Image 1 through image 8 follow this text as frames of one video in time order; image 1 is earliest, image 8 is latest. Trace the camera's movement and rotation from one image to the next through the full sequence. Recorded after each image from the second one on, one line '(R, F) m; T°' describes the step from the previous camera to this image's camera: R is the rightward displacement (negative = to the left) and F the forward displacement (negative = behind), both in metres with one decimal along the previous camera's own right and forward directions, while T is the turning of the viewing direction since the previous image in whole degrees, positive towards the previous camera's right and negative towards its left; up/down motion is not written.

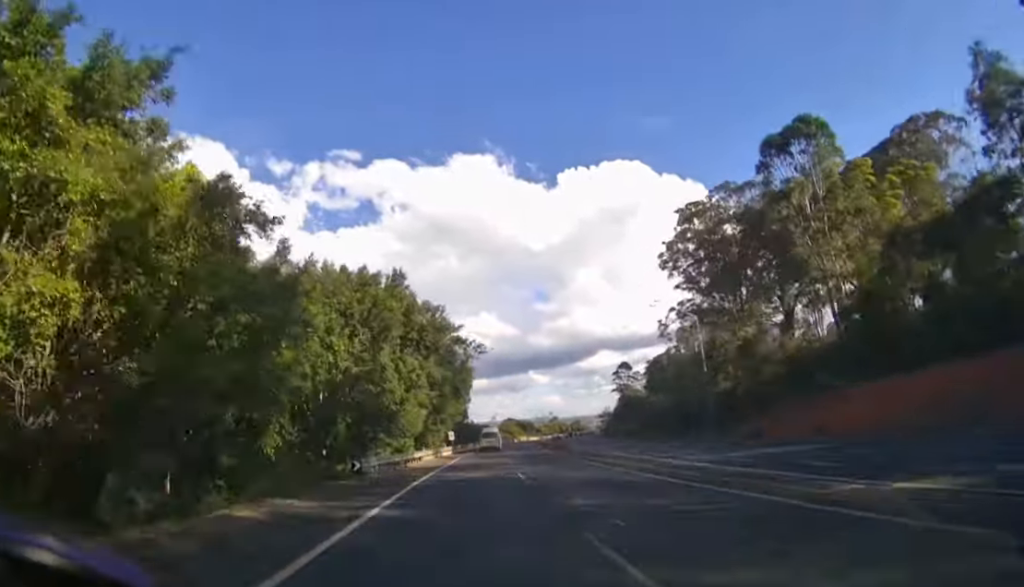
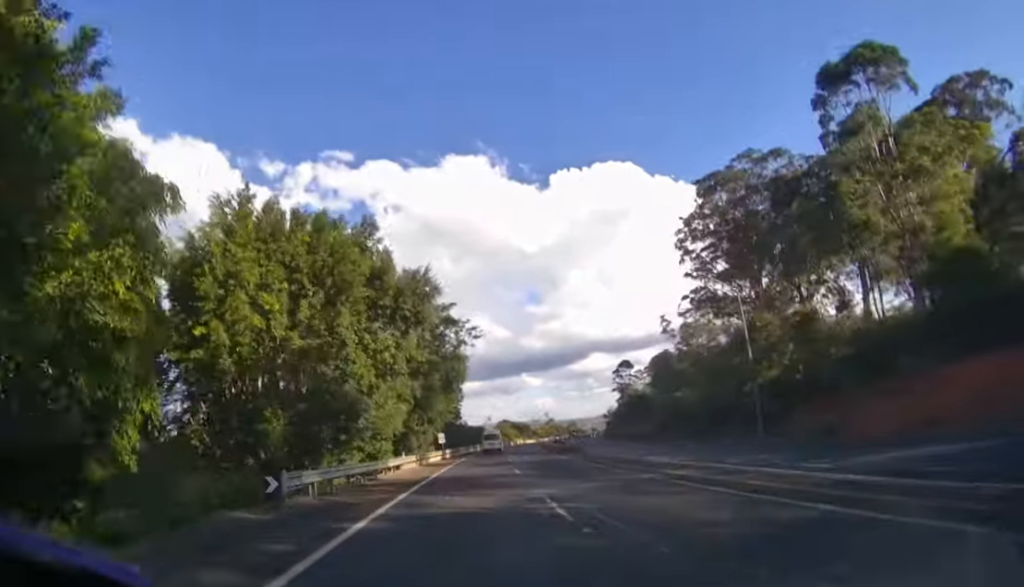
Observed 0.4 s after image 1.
(0.0, +7.6) m; +1°
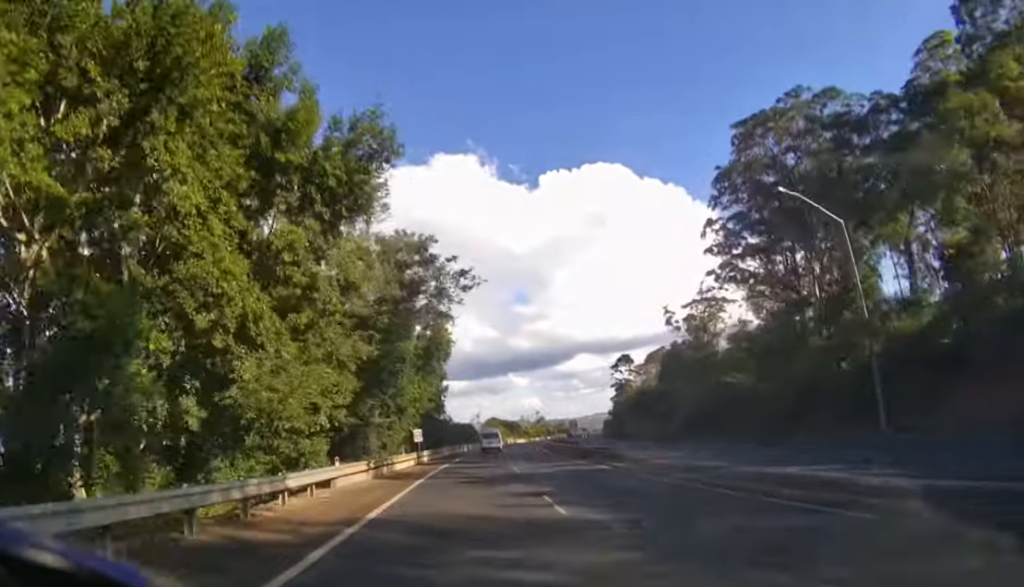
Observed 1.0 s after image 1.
(+0.2, +11.6) m; +1°
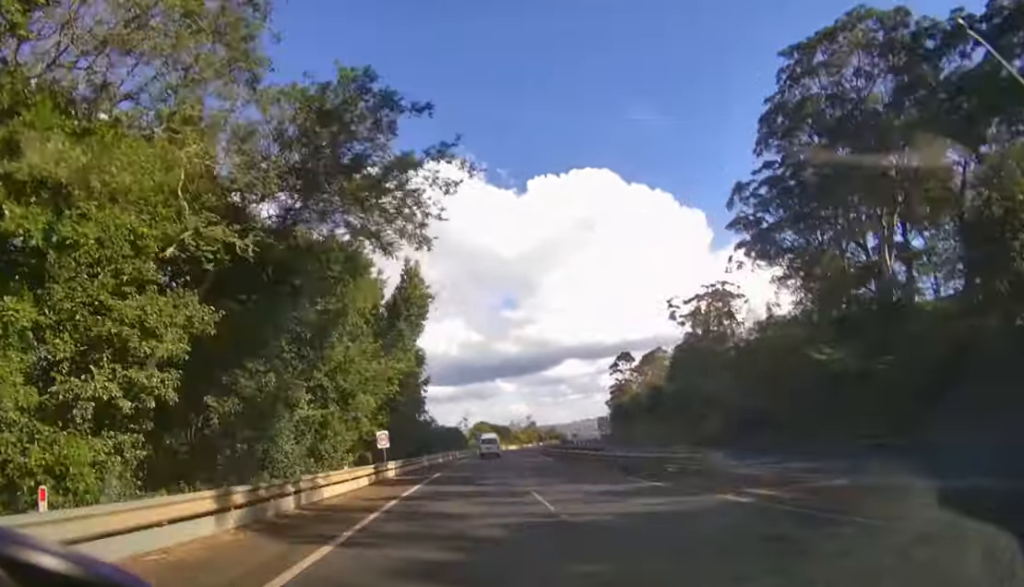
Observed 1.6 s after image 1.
(+0.1, +11.0) m; +1°
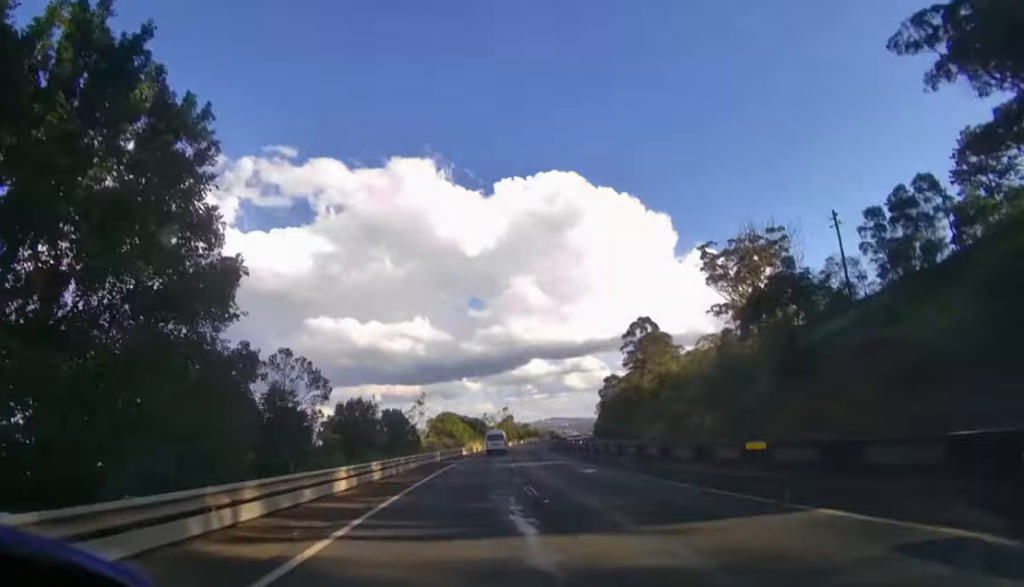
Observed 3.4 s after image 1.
(+1.4, +35.9) m; +5°
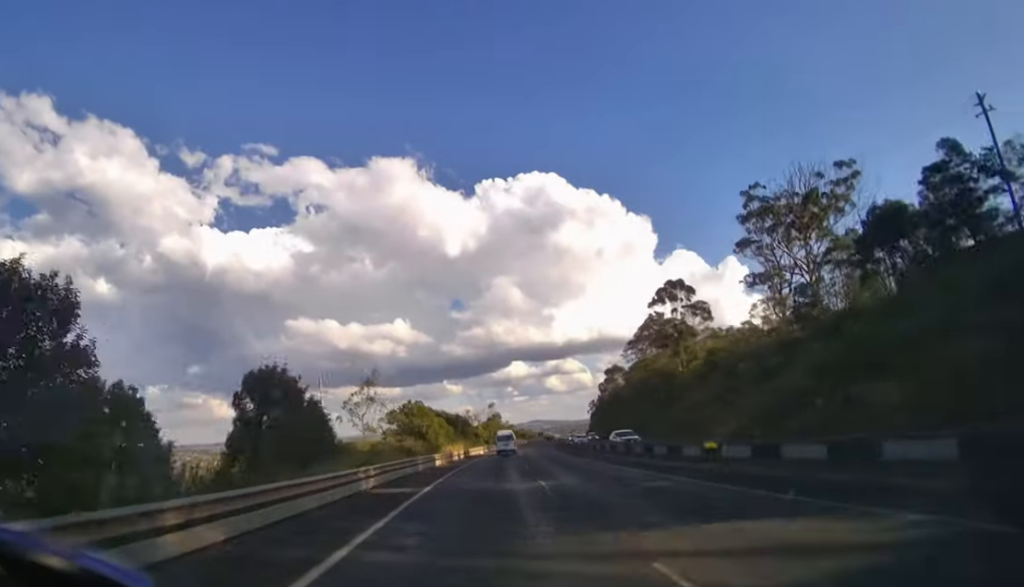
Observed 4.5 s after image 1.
(+0.7, +23.4) m; +3°
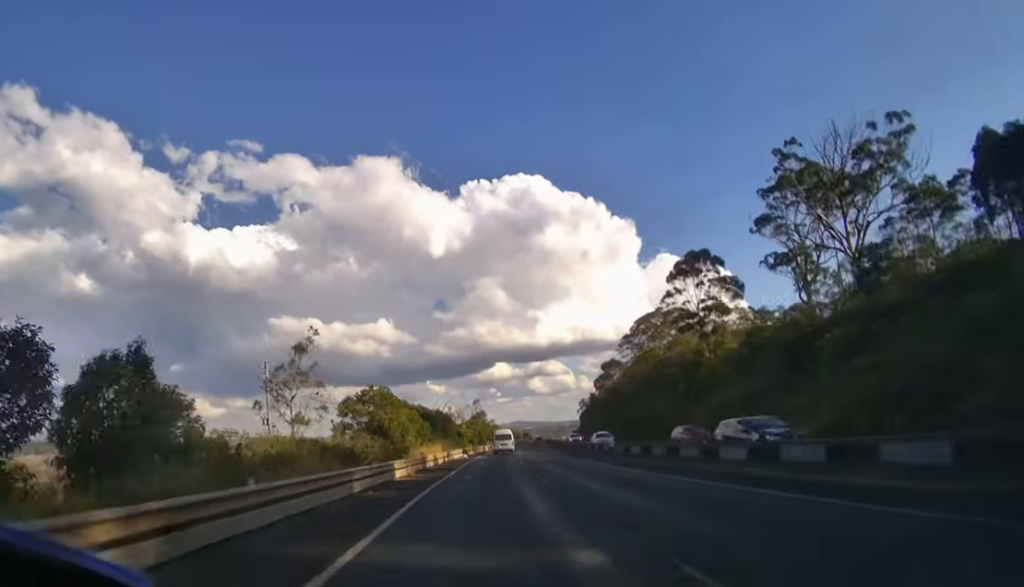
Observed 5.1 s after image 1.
(+0.4, +15.1) m; +2°
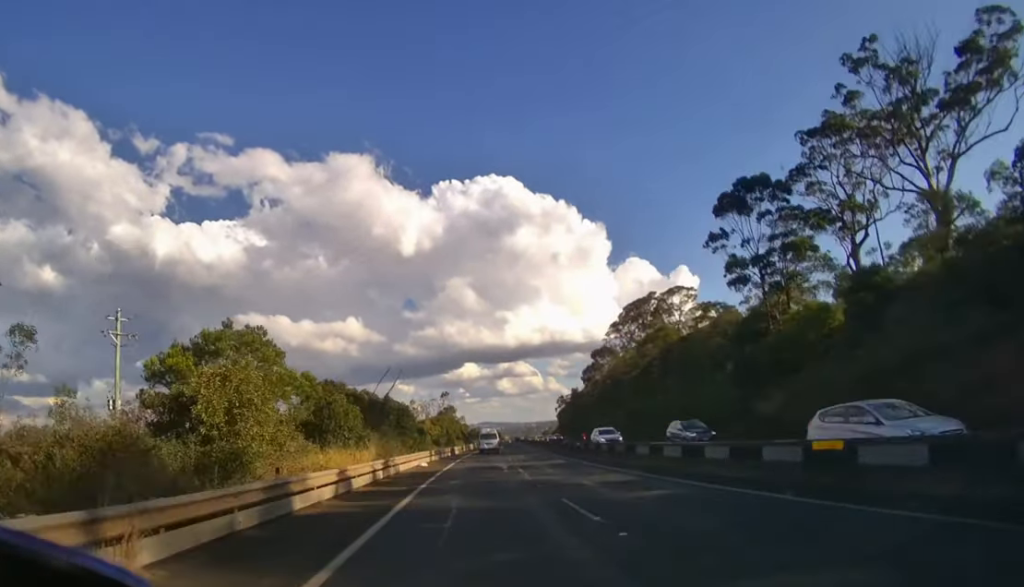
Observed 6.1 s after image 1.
(+0.4, +19.2) m; +3°
